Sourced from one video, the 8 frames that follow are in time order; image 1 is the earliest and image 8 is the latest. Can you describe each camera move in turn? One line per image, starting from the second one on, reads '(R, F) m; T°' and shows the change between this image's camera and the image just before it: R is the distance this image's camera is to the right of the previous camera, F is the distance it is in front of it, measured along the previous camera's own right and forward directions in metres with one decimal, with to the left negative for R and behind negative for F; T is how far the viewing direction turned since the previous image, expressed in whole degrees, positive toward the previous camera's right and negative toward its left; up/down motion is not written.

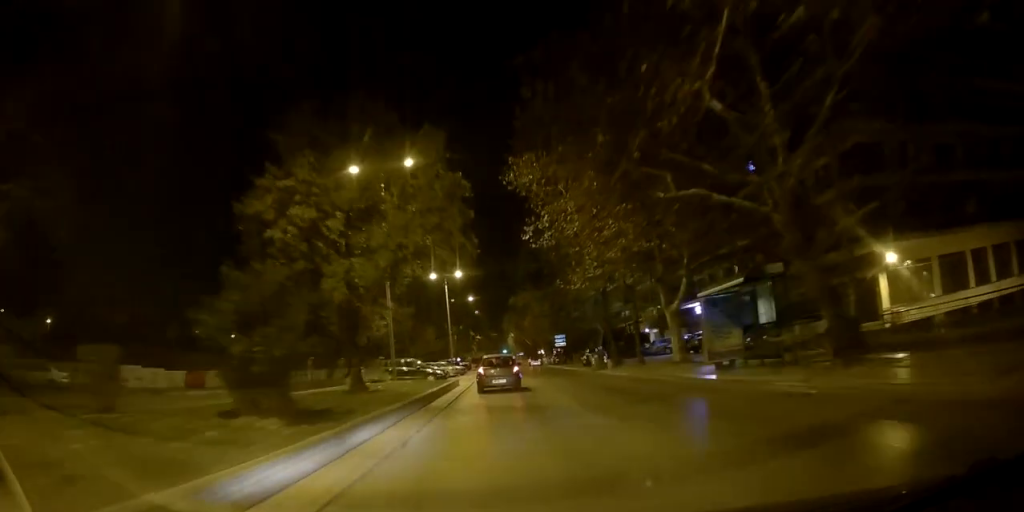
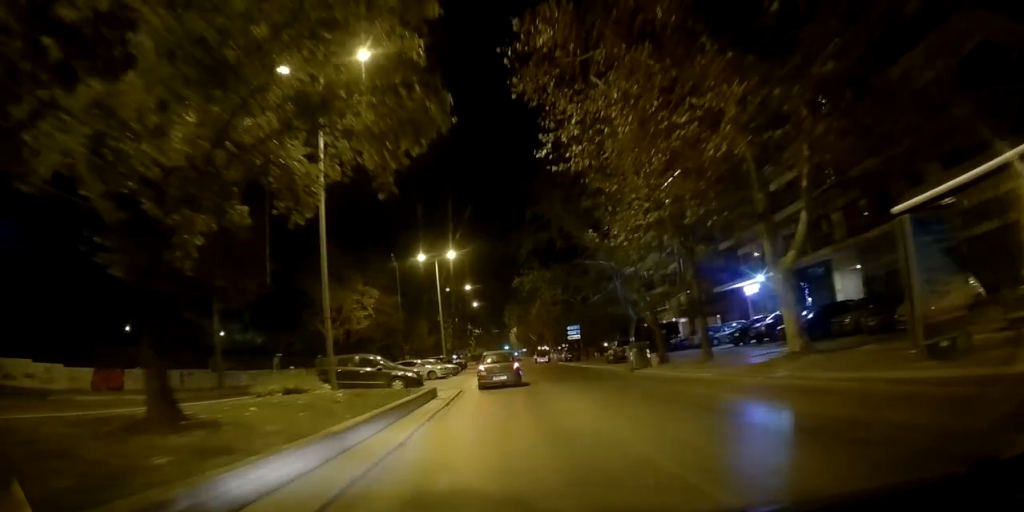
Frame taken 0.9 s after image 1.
(-0.1, +10.9) m; +2°
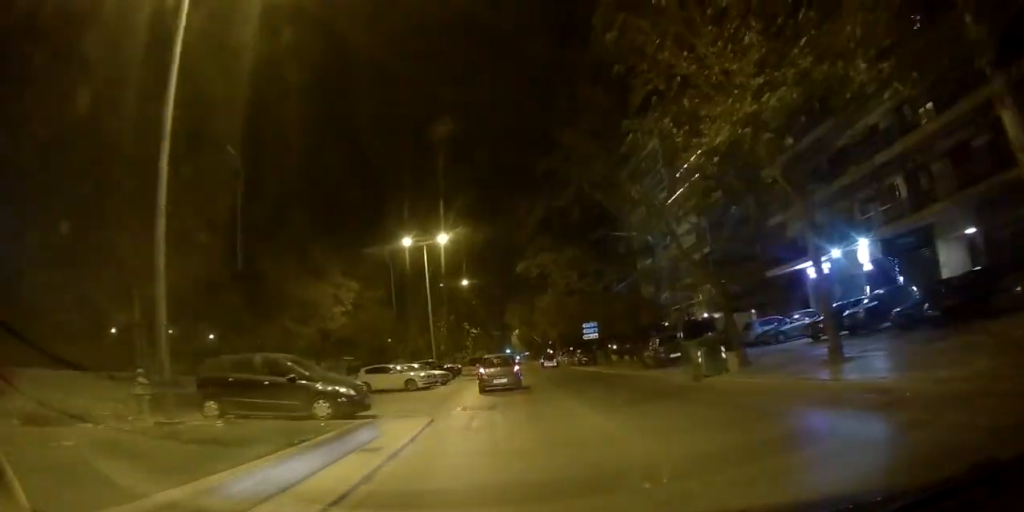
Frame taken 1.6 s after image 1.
(+0.4, +9.2) m; 0°
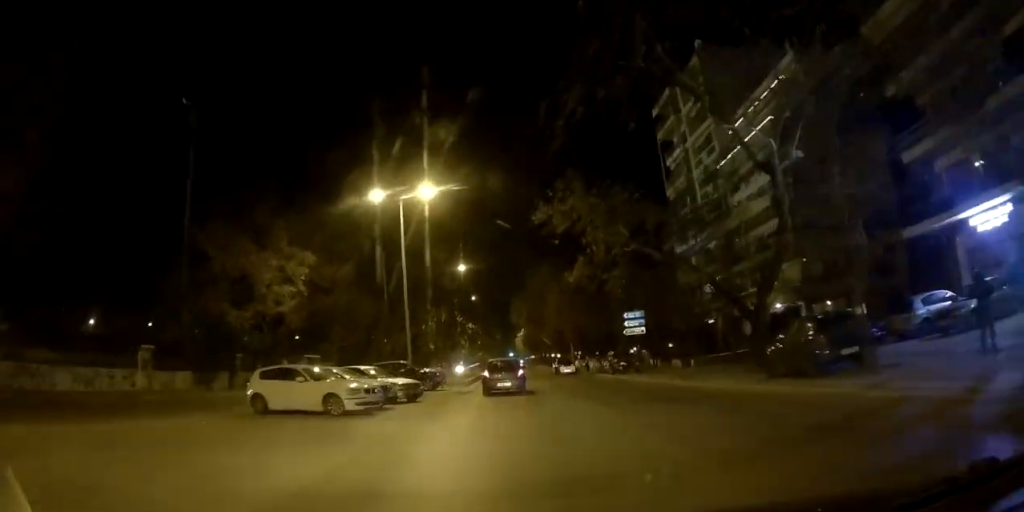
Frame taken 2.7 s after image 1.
(-0.3, +13.2) m; -2°
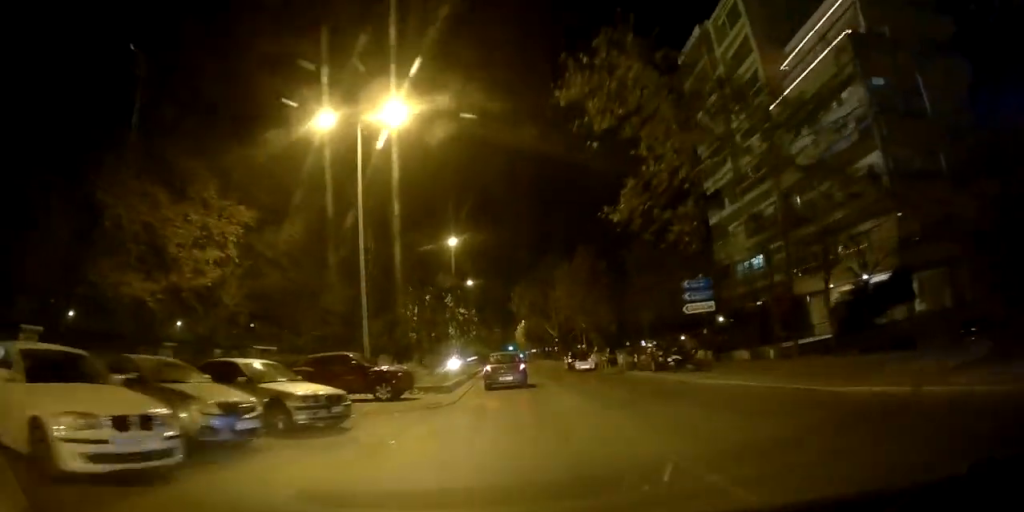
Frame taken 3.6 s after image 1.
(-0.1, +12.6) m; 0°
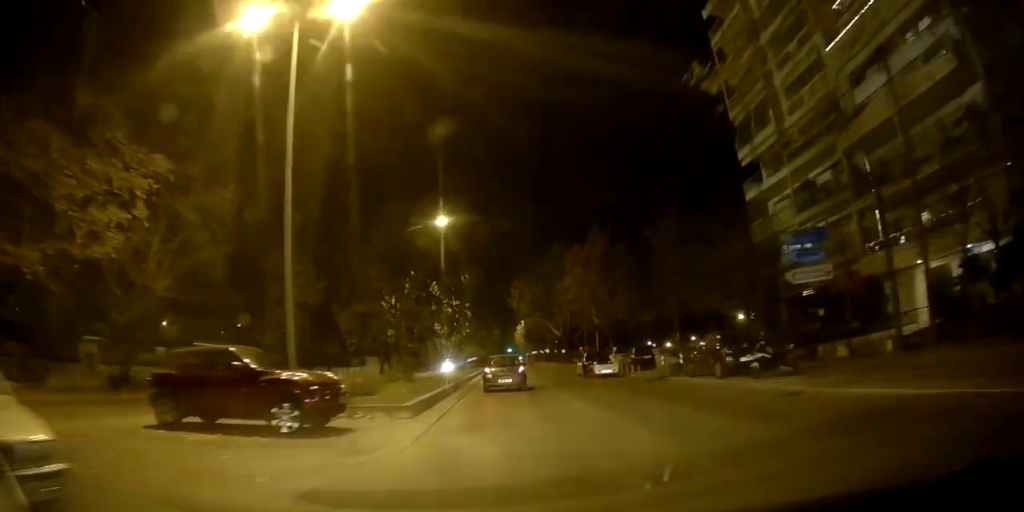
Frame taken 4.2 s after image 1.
(+0.1, +9.1) m; 0°
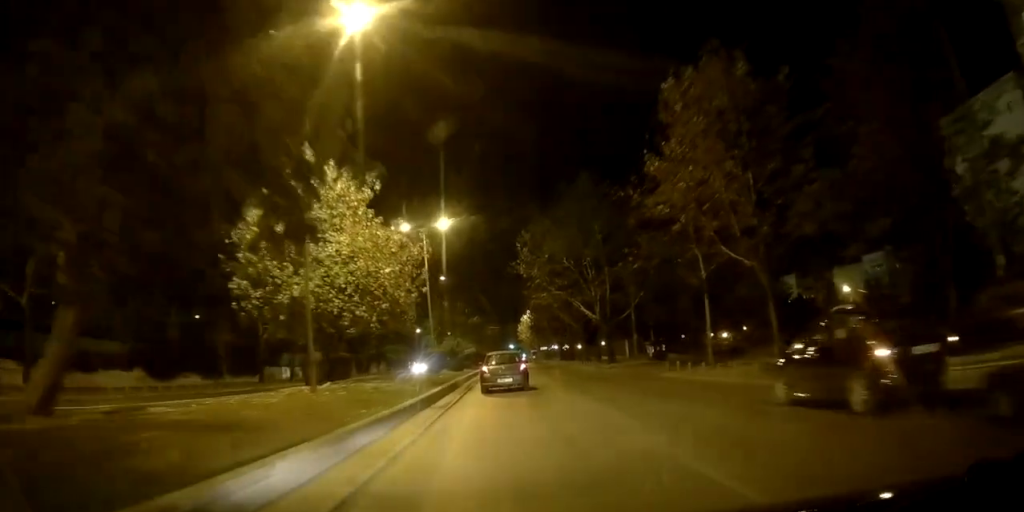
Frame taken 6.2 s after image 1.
(0.0, +25.8) m; +1°
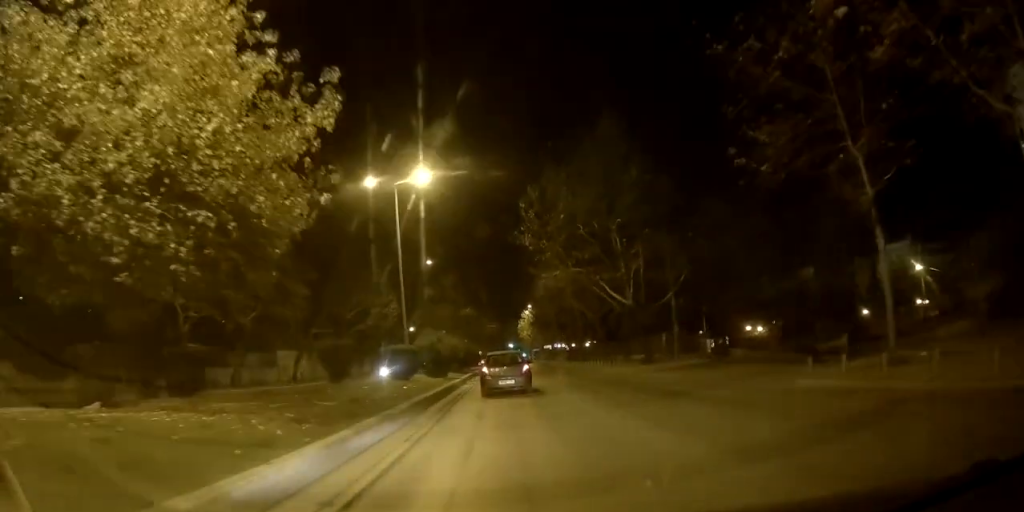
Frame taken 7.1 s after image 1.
(+0.2, +11.4) m; +1°
